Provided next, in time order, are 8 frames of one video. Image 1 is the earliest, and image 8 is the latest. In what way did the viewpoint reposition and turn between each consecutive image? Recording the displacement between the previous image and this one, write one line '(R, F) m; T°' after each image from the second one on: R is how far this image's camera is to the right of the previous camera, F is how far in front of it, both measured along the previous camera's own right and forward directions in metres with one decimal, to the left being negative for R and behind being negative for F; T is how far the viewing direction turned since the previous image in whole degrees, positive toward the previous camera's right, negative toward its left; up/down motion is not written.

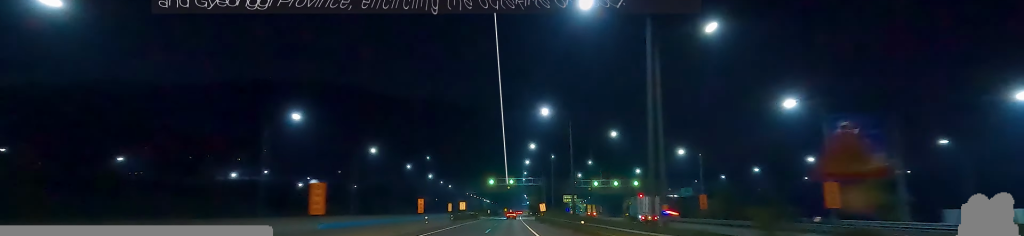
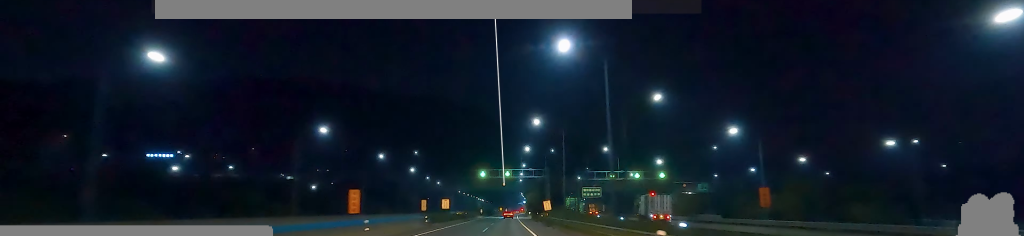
(-0.3, +19.4) m; 0°
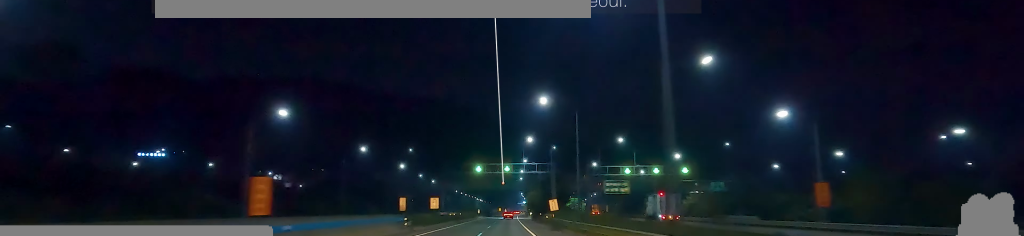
(-0.1, +10.5) m; +1°
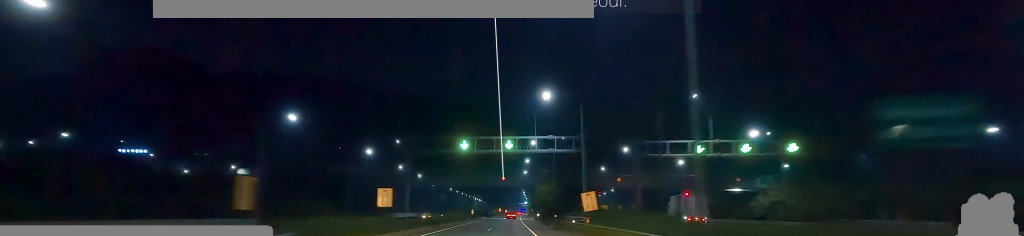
(+1.0, +25.6) m; 0°
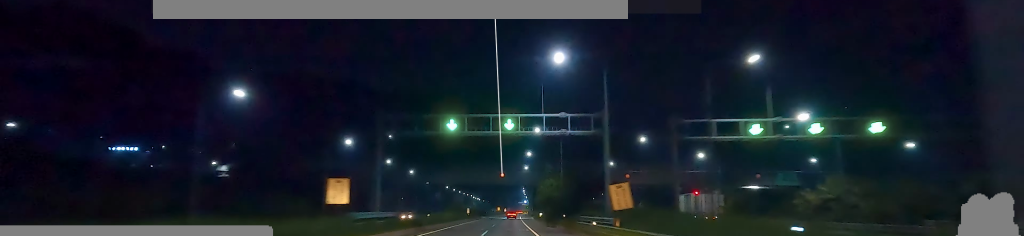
(-0.1, +9.9) m; 0°
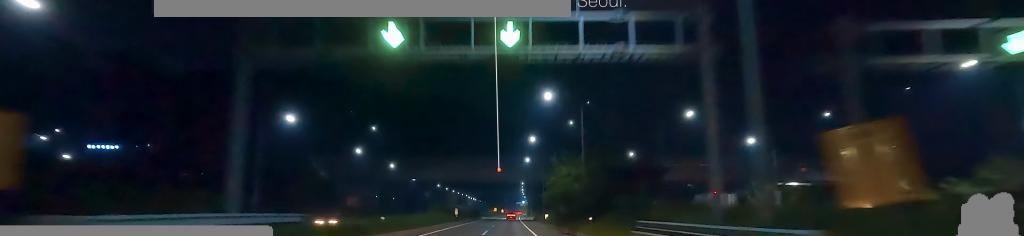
(-1.5, +17.7) m; 0°
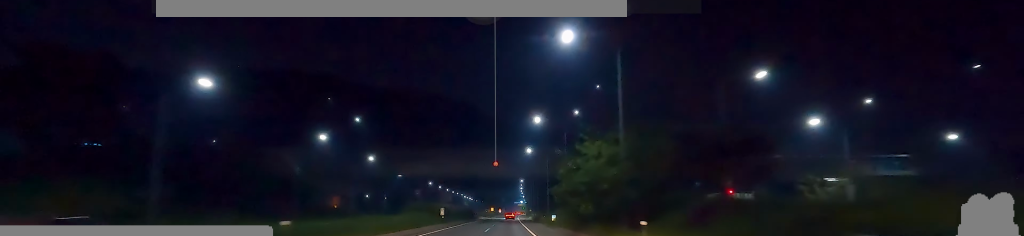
(+1.1, +14.0) m; +2°
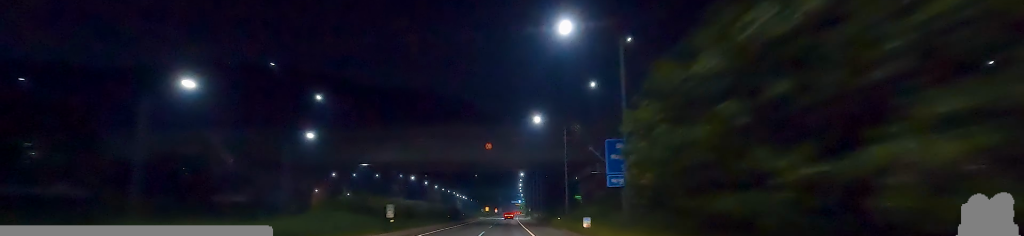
(+0.3, +26.1) m; +1°
